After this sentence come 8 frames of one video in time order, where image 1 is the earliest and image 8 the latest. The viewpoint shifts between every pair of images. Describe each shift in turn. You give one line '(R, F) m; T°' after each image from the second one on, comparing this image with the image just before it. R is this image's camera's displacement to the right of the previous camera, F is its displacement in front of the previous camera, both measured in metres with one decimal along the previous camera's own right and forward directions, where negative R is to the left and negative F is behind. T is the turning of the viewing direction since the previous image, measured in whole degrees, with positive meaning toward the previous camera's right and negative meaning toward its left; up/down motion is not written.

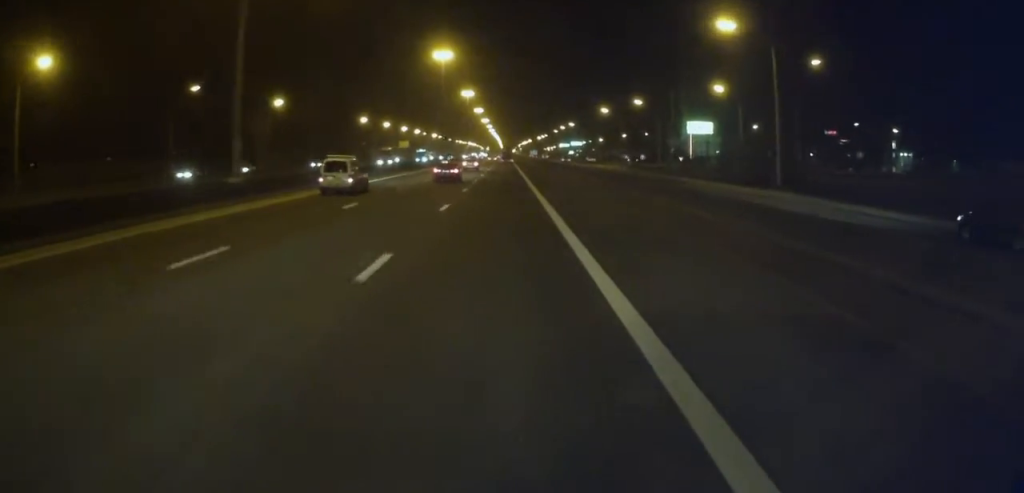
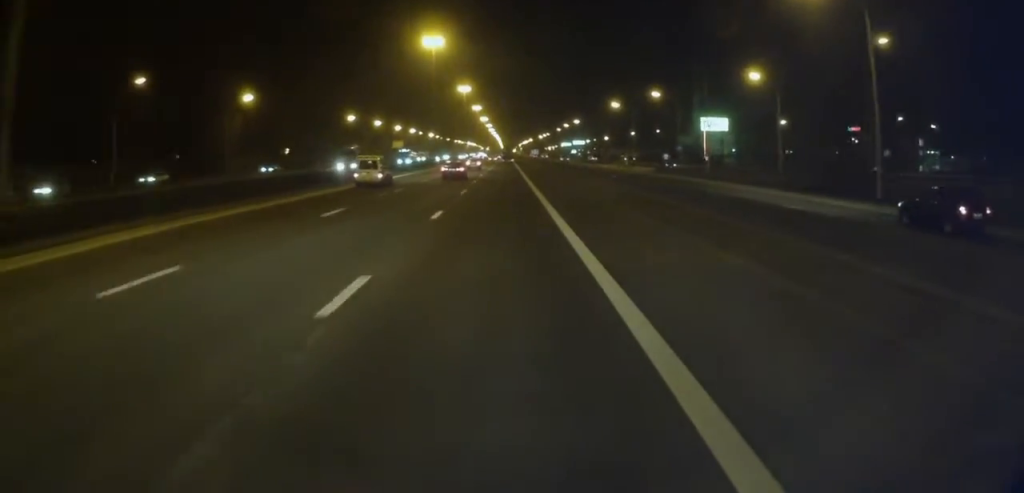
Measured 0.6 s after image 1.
(-0.3, +14.8) m; -1°
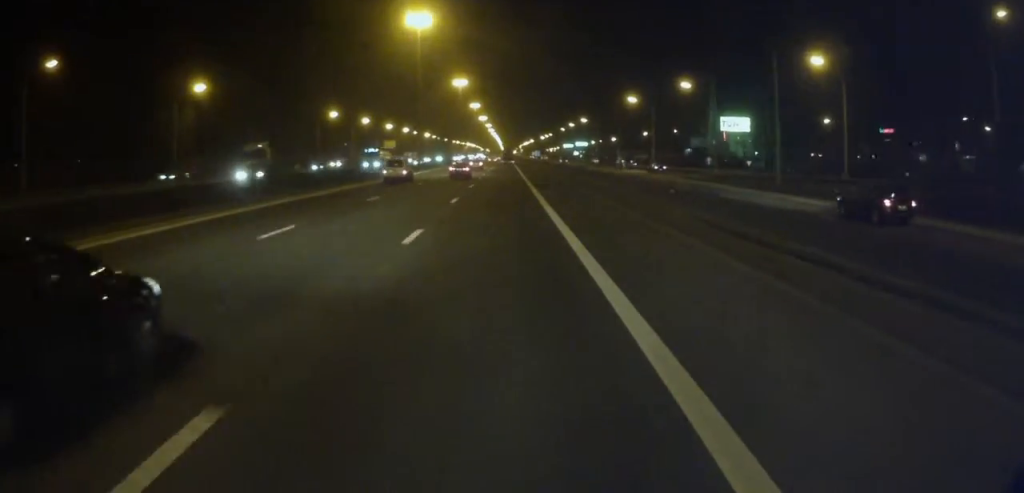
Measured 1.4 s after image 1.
(0.0, +17.9) m; 0°
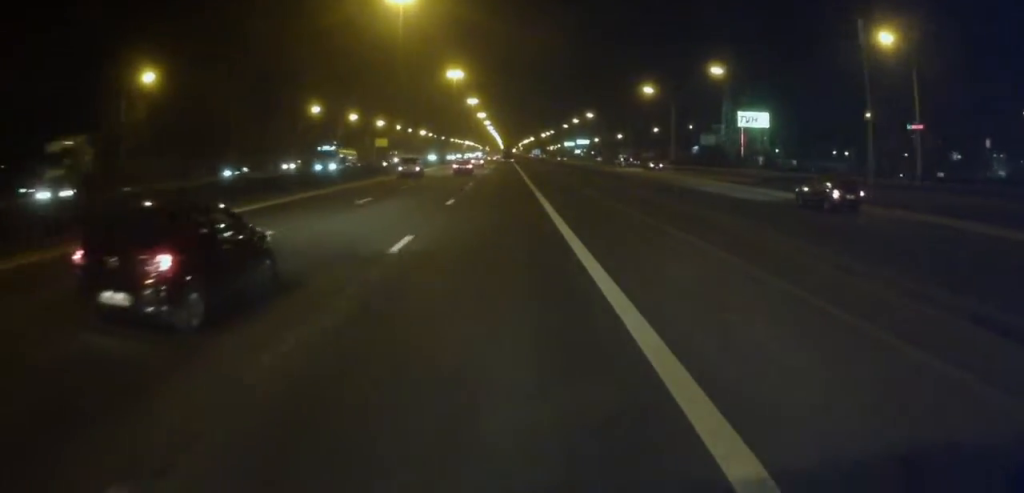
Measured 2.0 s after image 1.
(0.0, +14.1) m; 0°
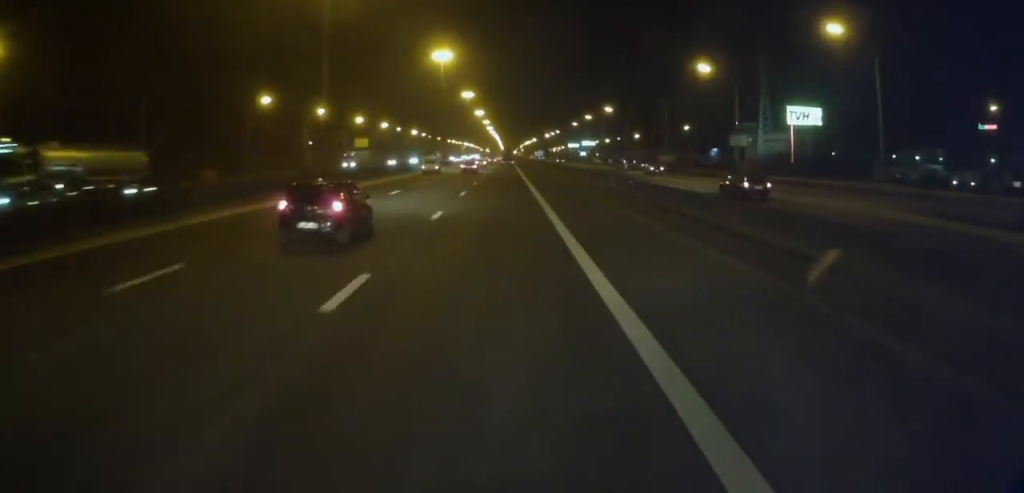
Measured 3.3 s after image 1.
(0.0, +30.0) m; 0°
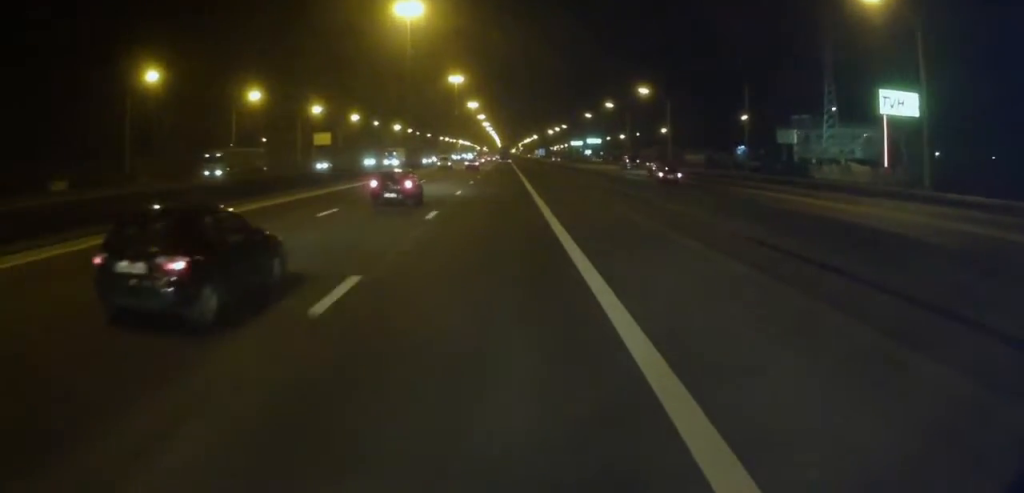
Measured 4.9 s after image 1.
(+0.3, +37.9) m; +1°
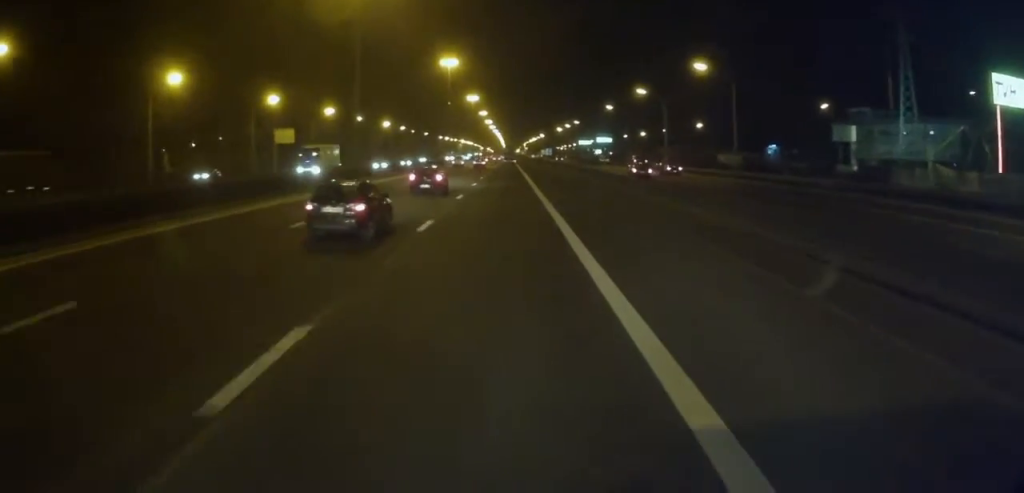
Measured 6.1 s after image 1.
(+0.1, +28.2) m; -1°
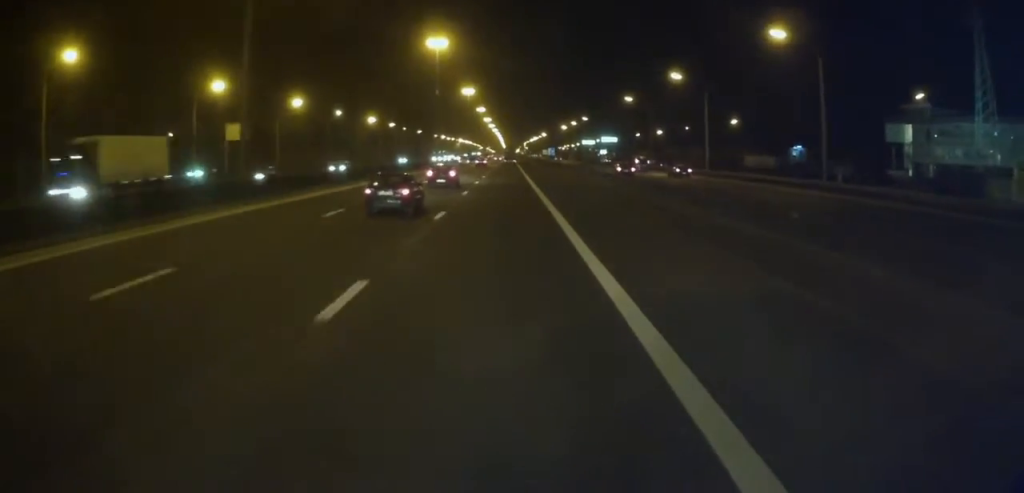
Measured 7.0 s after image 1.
(-0.4, +22.0) m; -1°
